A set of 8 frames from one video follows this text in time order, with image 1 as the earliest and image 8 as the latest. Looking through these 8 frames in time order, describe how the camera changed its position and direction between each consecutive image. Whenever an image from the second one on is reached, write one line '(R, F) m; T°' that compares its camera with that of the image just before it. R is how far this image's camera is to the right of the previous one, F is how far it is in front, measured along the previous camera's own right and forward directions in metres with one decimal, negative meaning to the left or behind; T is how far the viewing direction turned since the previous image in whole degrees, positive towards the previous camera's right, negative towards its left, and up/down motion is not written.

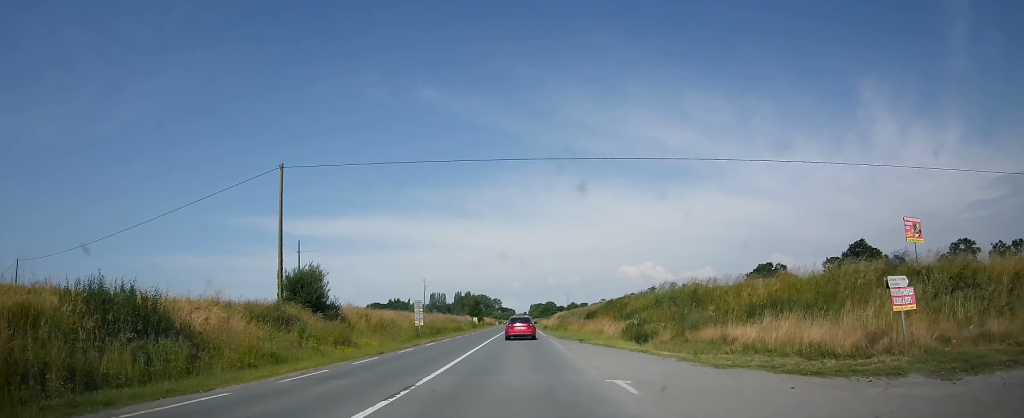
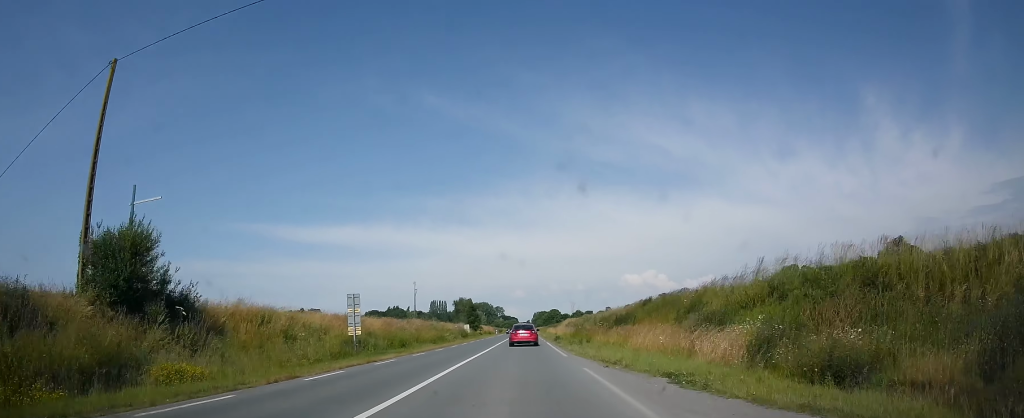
(0.0, +17.0) m; 0°
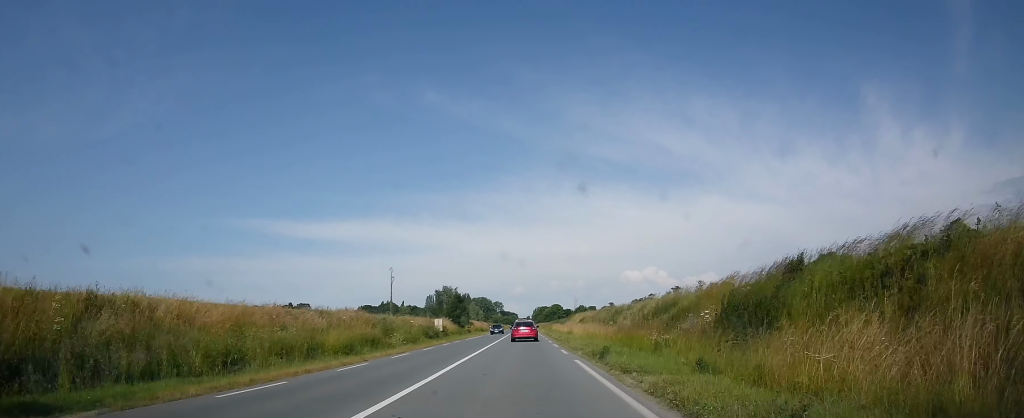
(0.0, +23.9) m; 0°
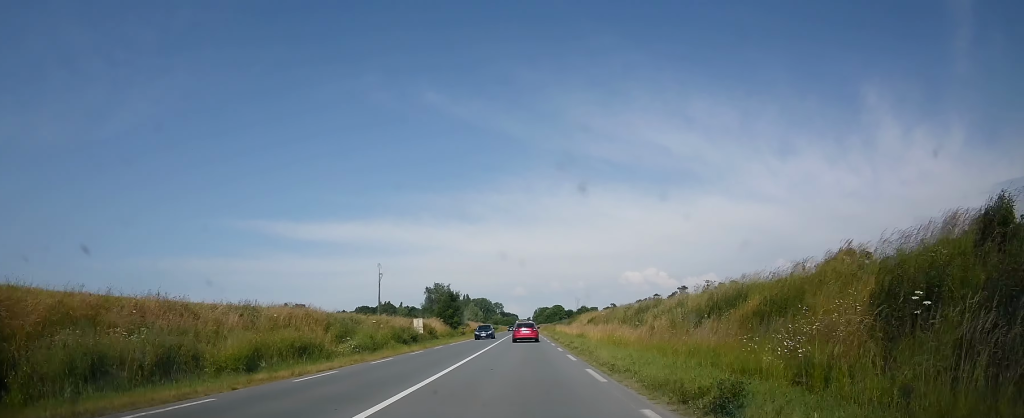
(0.0, +9.9) m; 0°
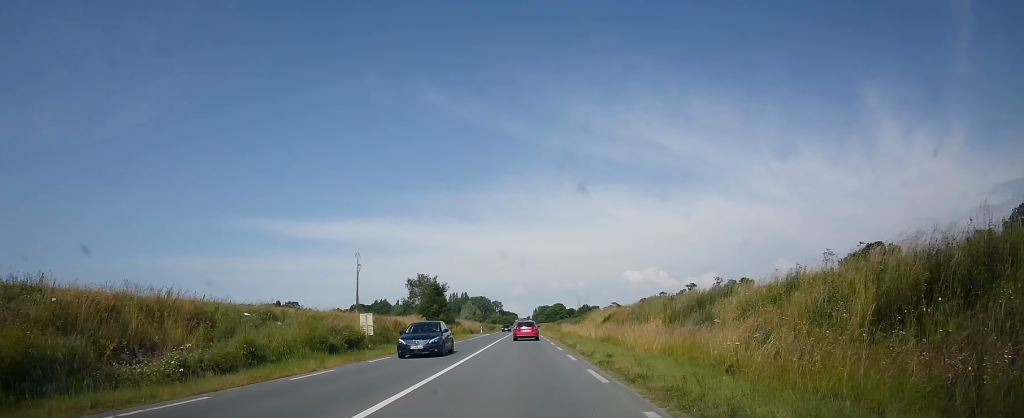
(0.0, +13.6) m; 0°
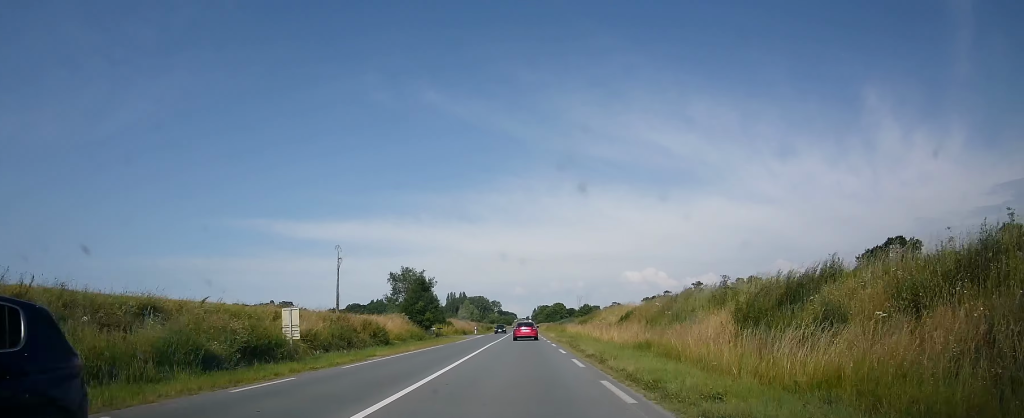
(0.0, +9.4) m; 0°
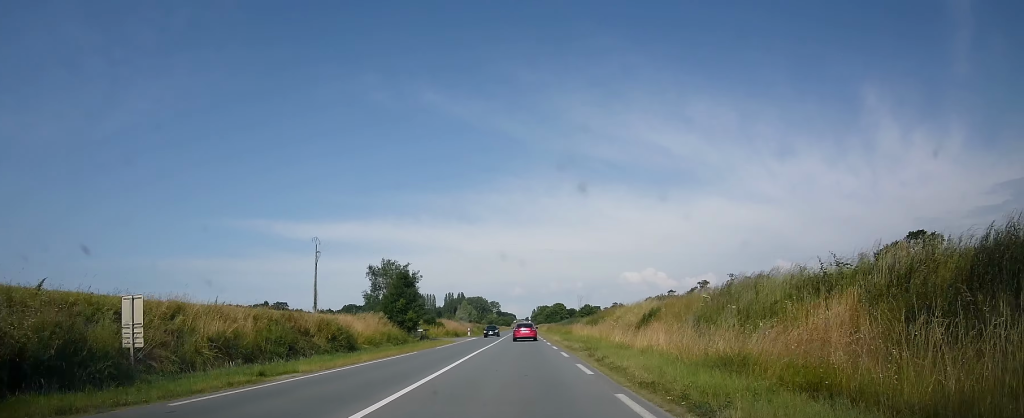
(0.0, +8.7) m; 0°
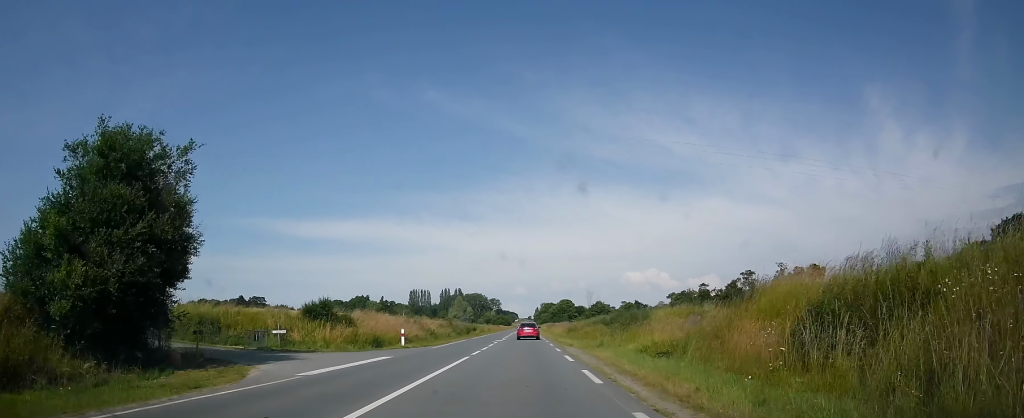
(0.0, +41.7) m; 0°
